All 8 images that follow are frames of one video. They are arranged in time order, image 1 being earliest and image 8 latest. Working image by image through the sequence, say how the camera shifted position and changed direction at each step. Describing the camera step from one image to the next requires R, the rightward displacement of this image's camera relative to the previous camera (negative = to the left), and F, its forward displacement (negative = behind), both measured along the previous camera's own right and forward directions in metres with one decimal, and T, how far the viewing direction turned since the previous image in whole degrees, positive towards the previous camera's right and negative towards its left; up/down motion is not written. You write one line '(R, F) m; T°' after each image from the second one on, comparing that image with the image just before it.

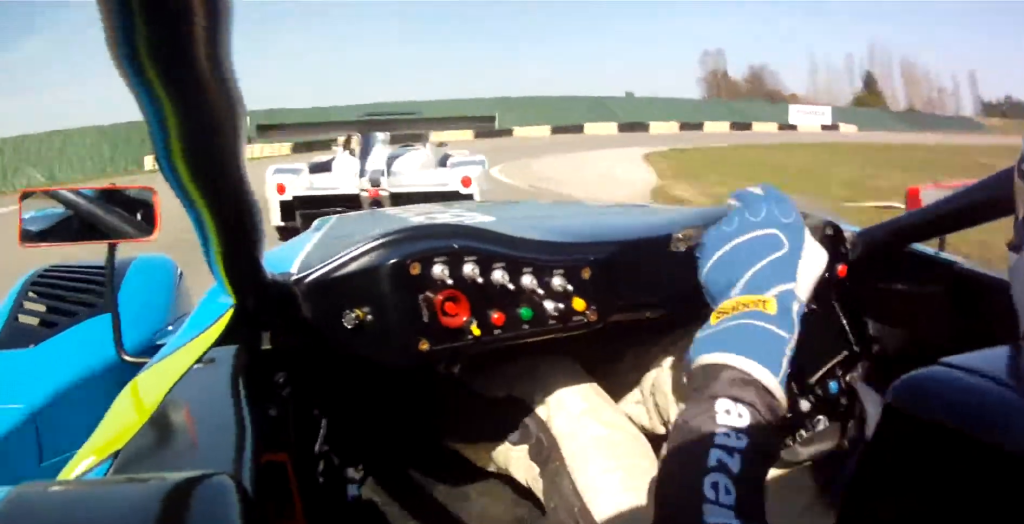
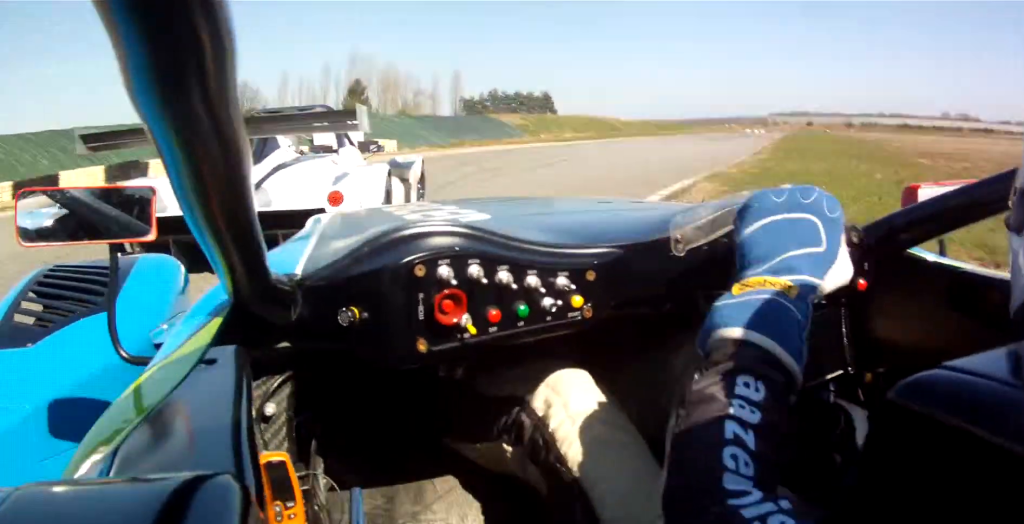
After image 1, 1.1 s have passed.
(+6.2, +21.6) m; +31°
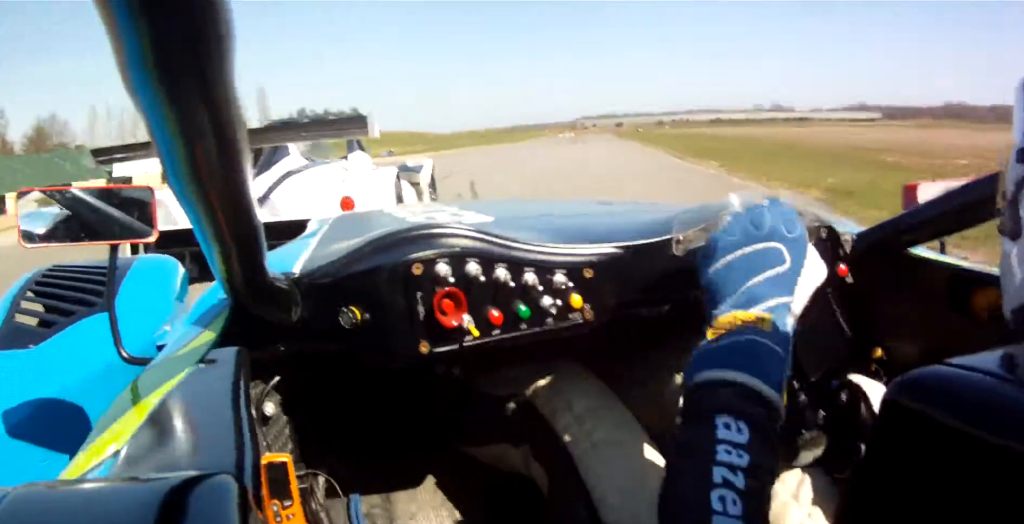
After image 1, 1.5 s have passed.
(+1.8, +8.9) m; +9°
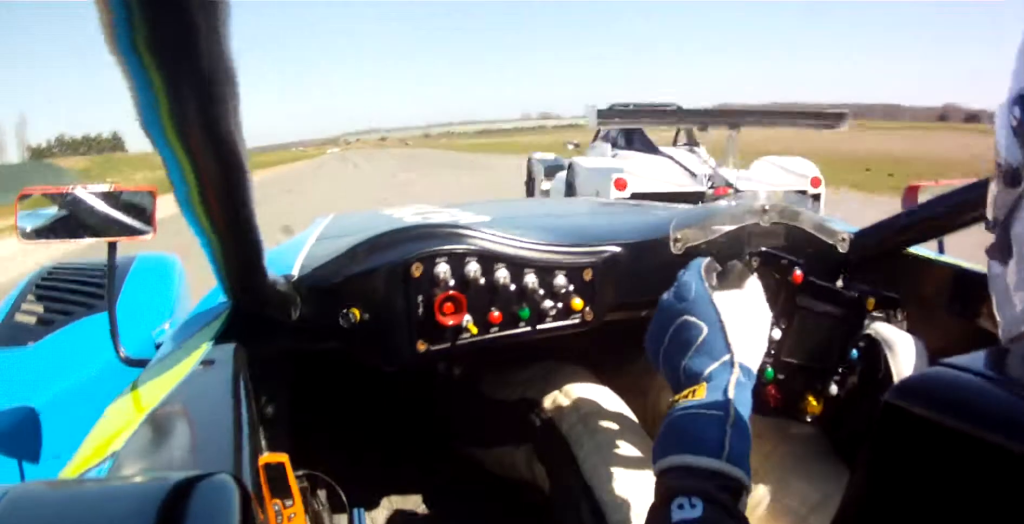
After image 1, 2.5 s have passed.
(+4.7, +23.2) m; +18°
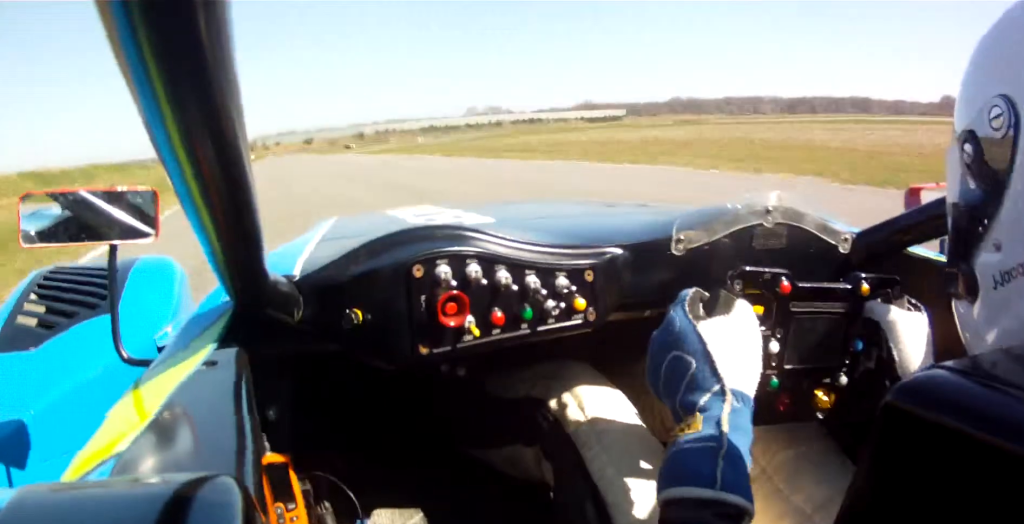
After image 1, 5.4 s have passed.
(+15.4, +107.4) m; +9°
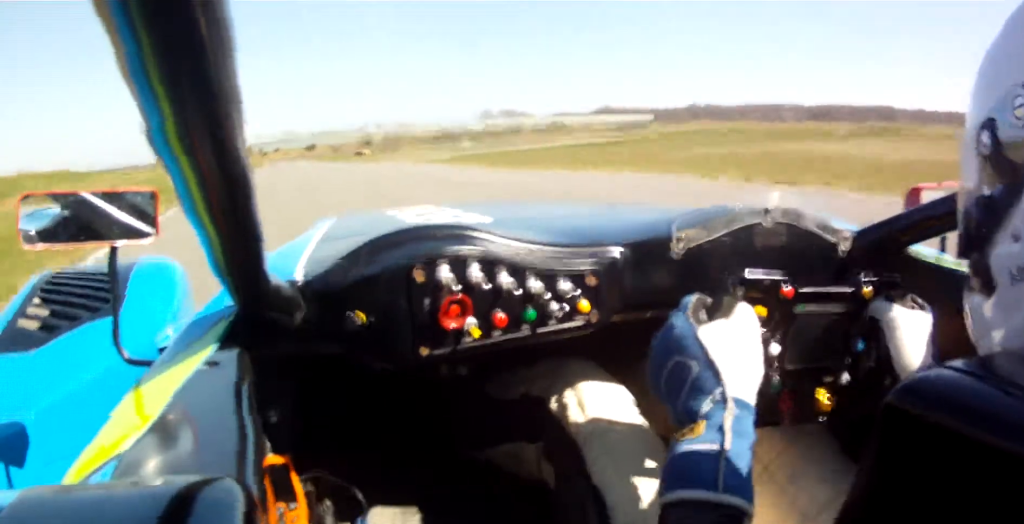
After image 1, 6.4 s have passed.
(+0.1, +43.3) m; 0°
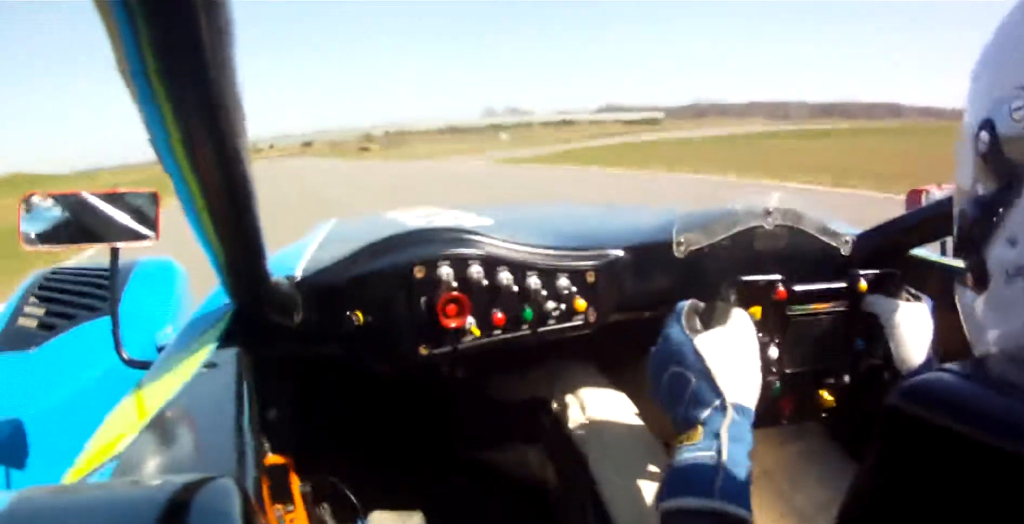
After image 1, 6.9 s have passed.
(+0.1, +24.2) m; 0°
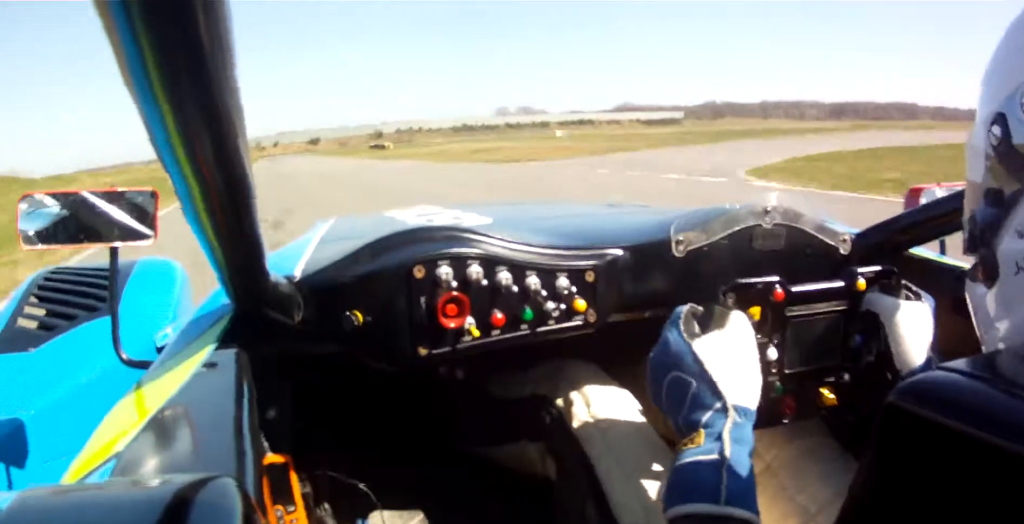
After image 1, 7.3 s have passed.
(-0.1, +20.0) m; 0°
